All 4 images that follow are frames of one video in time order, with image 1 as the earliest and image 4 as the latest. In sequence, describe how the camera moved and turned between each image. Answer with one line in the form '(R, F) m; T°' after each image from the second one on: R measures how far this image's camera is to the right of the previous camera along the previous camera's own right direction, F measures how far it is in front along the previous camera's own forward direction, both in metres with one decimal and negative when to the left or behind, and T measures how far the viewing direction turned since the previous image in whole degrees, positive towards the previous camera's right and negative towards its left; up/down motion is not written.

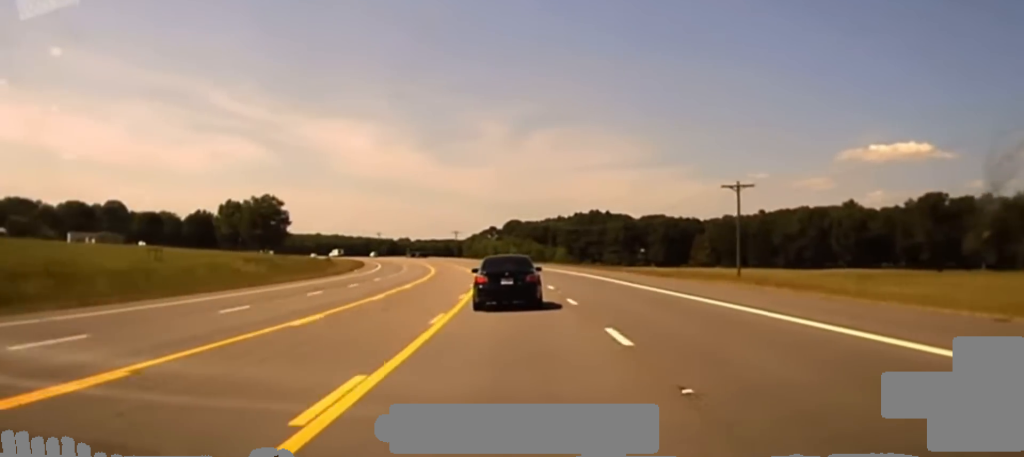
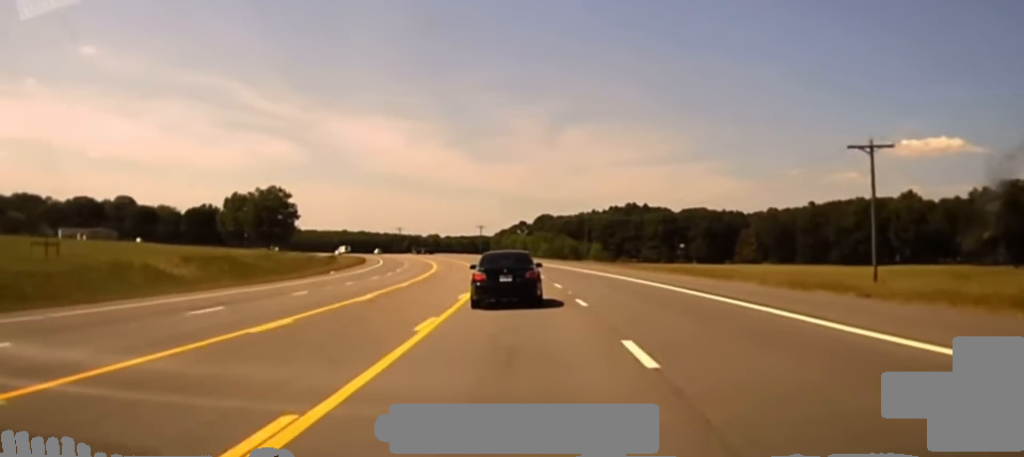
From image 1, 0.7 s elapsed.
(-0.8, +28.9) m; -2°
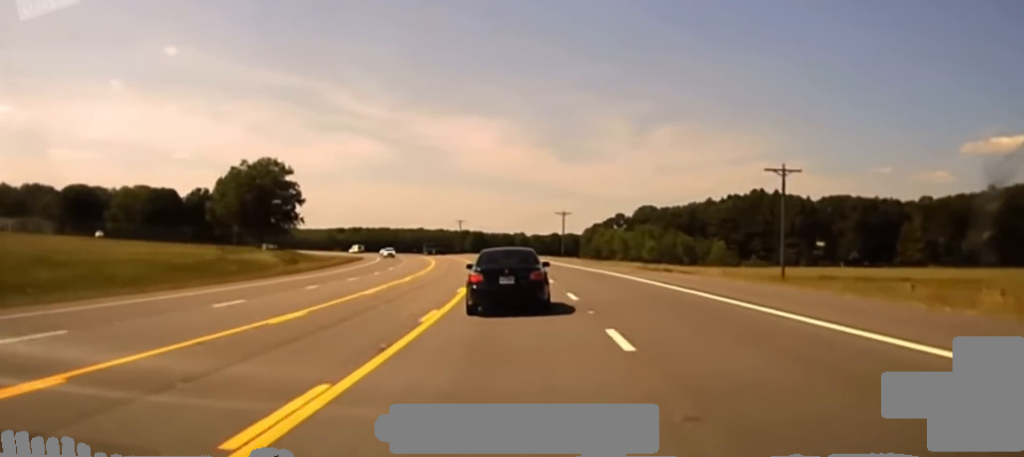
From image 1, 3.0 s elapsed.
(-3.6, +94.5) m; -5°
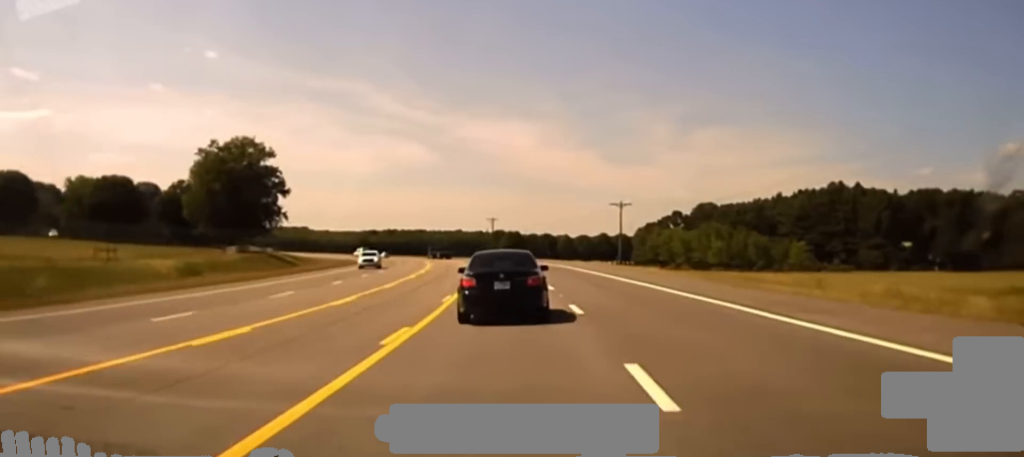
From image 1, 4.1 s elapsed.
(-1.1, +41.6) m; -3°
